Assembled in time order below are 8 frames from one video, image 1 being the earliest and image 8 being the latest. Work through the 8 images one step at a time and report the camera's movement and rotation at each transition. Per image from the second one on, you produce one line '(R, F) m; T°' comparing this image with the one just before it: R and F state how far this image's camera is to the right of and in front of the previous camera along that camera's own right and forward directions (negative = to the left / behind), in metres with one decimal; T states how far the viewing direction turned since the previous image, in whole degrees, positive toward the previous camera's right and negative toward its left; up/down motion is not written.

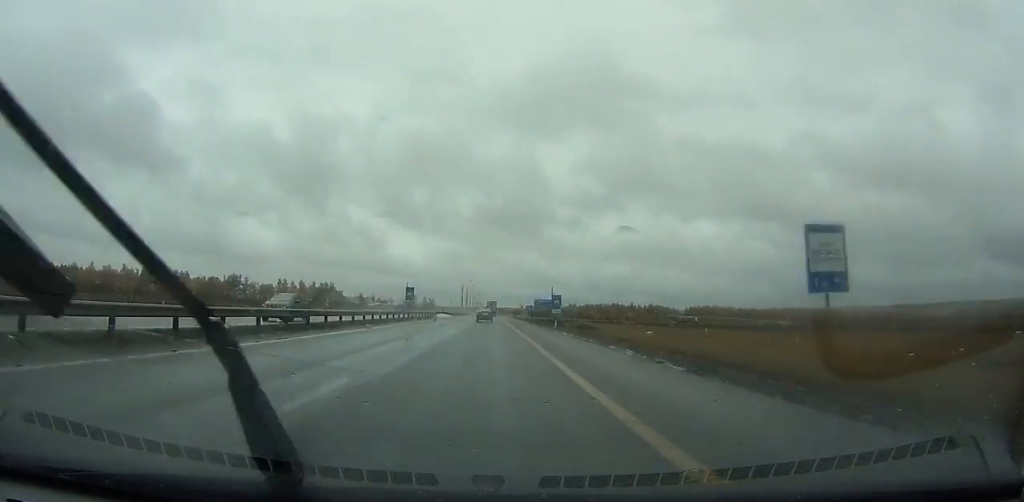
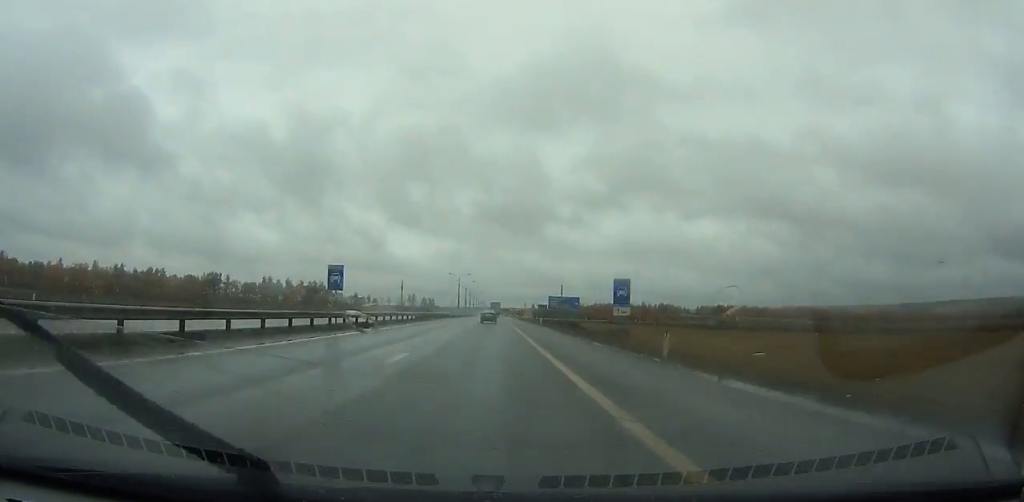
(0.0, +29.4) m; 0°
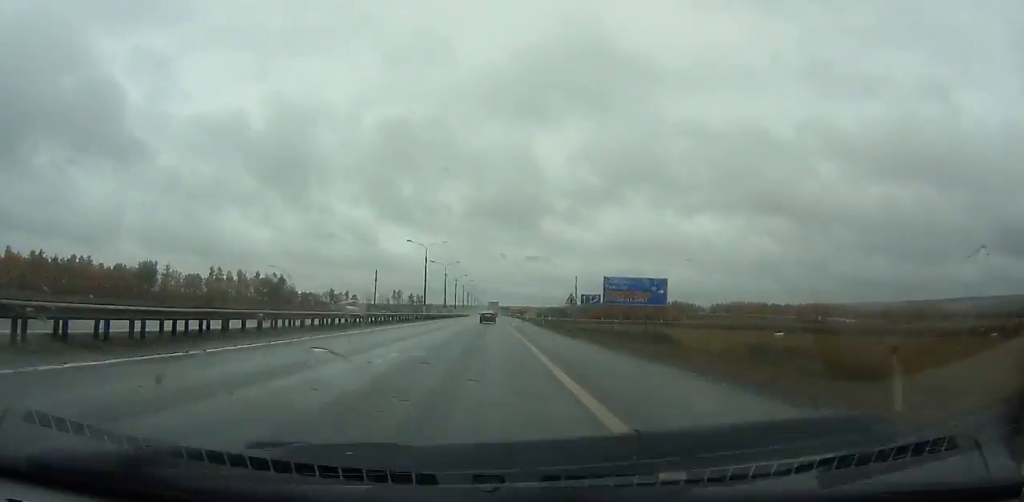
(0.0, +58.9) m; 0°
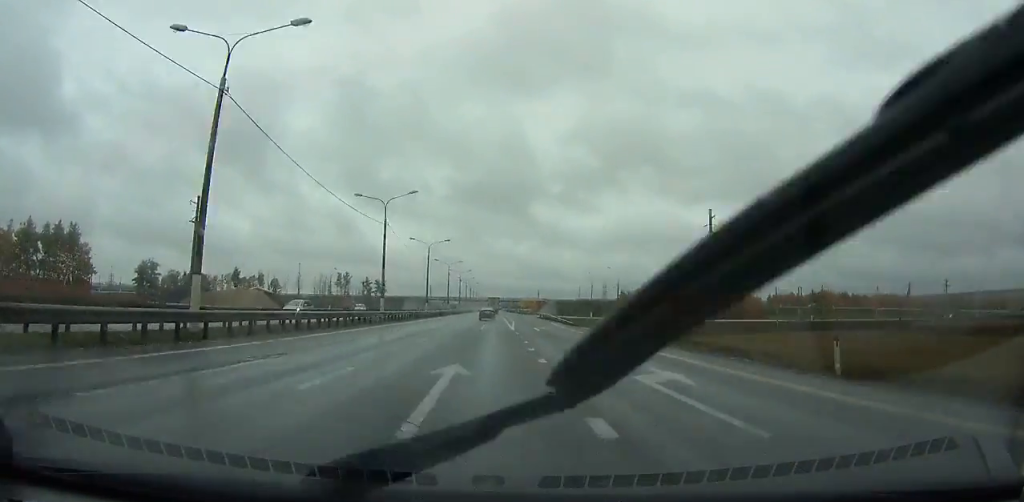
(+0.4, +140.7) m; 0°
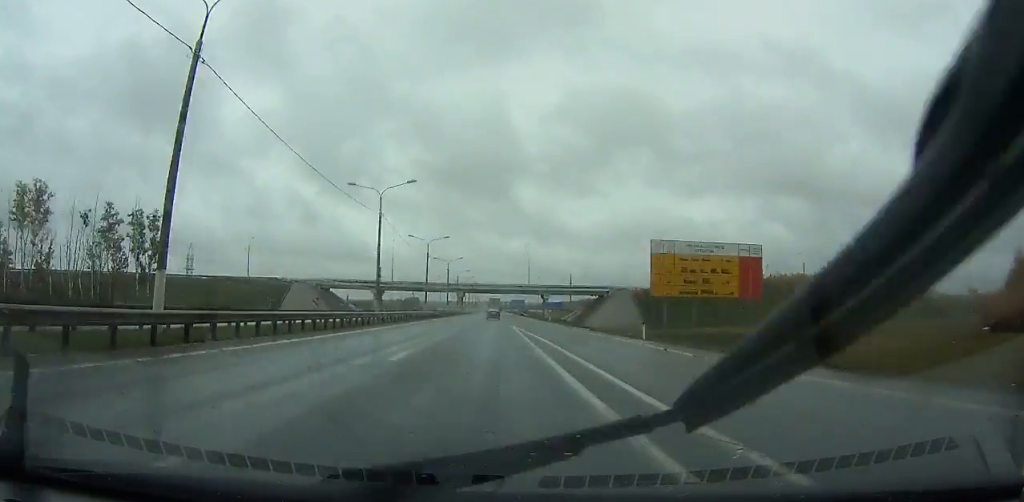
(-0.7, +188.1) m; 0°
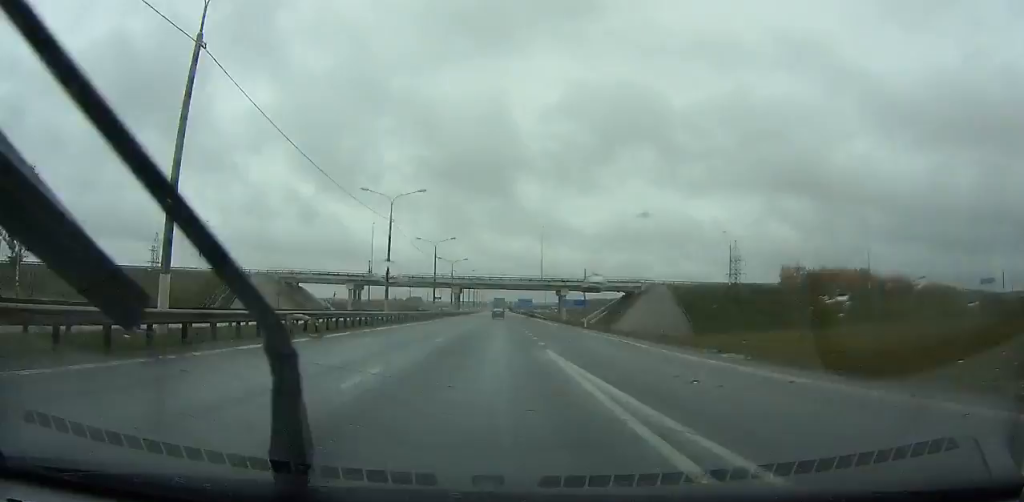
(0.0, +32.1) m; 0°
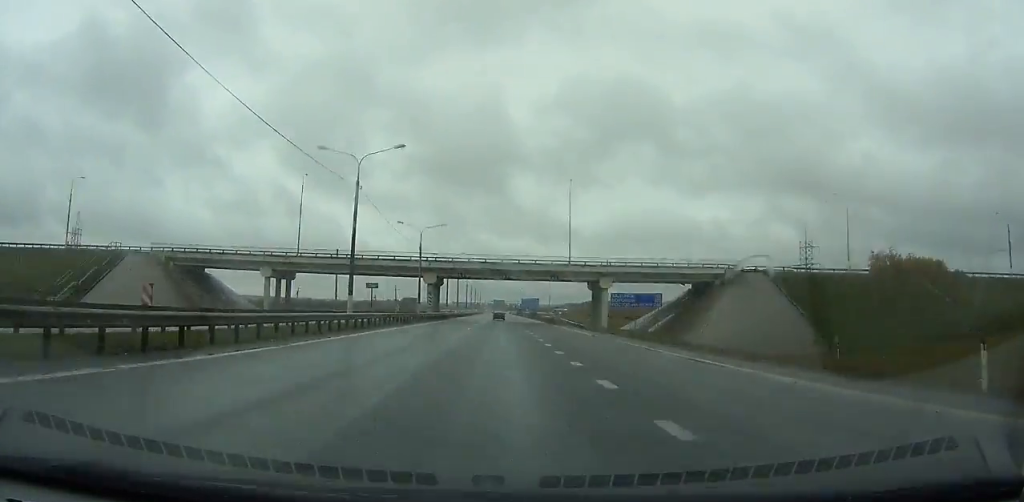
(0.0, +46.4) m; 0°
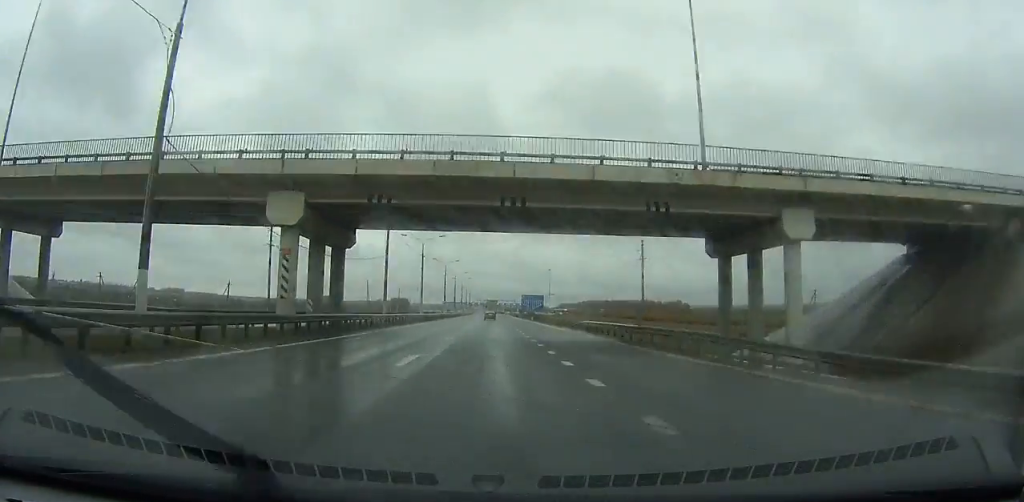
(+0.1, +51.2) m; 0°
